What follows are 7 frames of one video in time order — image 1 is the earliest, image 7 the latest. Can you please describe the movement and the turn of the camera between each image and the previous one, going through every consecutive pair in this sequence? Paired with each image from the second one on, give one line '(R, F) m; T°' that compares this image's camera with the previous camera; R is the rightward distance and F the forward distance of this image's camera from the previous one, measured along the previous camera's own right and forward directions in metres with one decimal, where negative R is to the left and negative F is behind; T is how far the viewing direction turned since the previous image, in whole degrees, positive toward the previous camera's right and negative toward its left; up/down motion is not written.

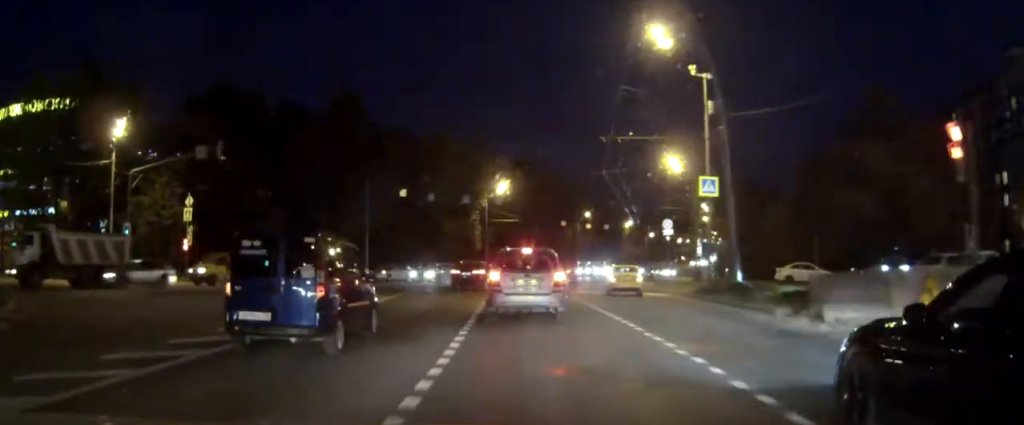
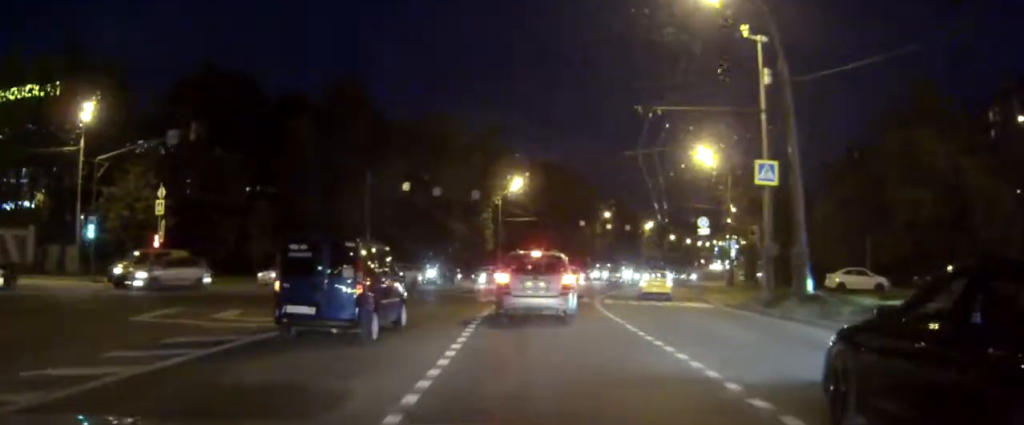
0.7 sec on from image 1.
(-0.3, +6.8) m; -4°
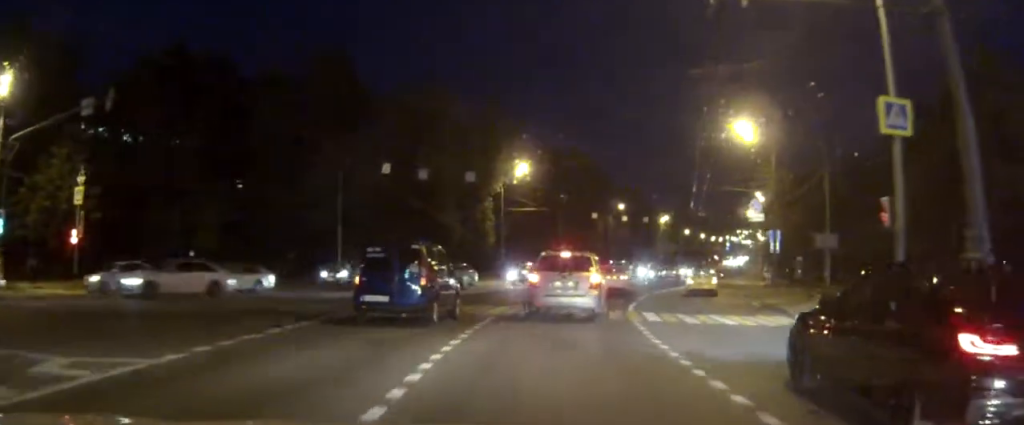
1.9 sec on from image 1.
(-0.5, +11.1) m; -3°
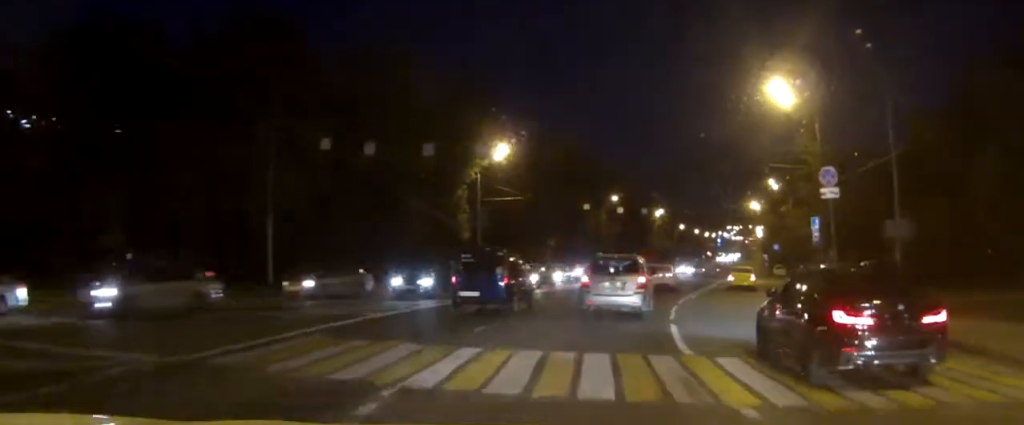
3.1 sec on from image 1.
(+0.1, +12.2) m; +2°
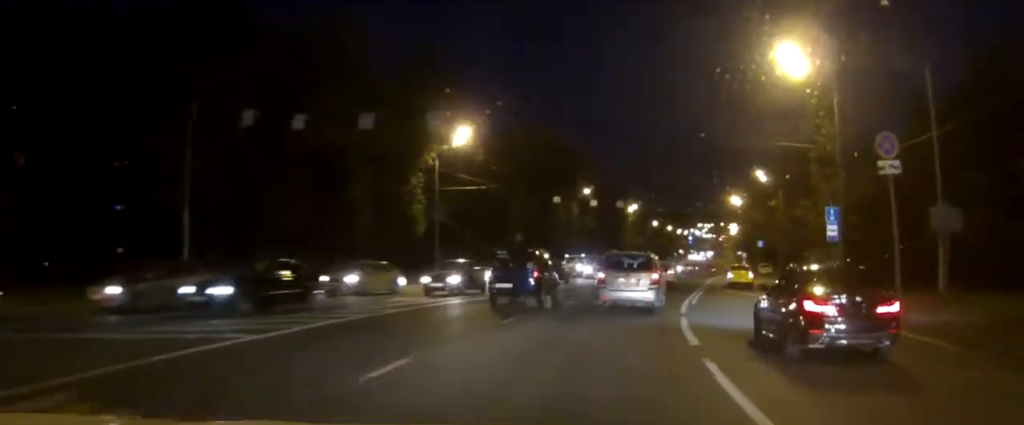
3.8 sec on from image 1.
(+0.1, +7.4) m; +3°
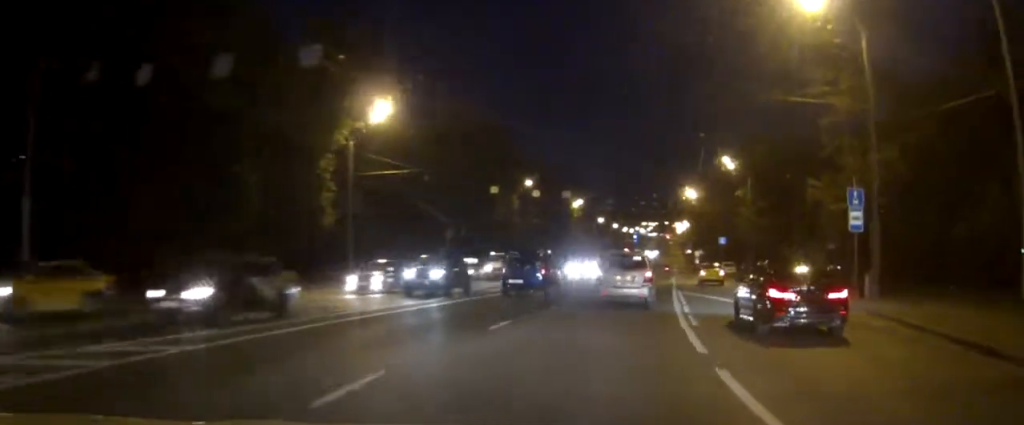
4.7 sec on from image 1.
(+0.3, +9.9) m; +4°
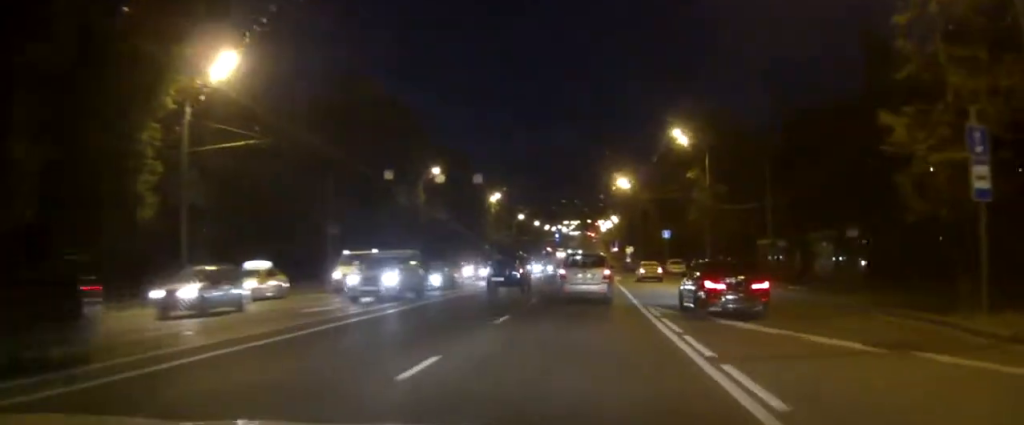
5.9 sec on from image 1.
(+0.7, +14.6) m; +4°
